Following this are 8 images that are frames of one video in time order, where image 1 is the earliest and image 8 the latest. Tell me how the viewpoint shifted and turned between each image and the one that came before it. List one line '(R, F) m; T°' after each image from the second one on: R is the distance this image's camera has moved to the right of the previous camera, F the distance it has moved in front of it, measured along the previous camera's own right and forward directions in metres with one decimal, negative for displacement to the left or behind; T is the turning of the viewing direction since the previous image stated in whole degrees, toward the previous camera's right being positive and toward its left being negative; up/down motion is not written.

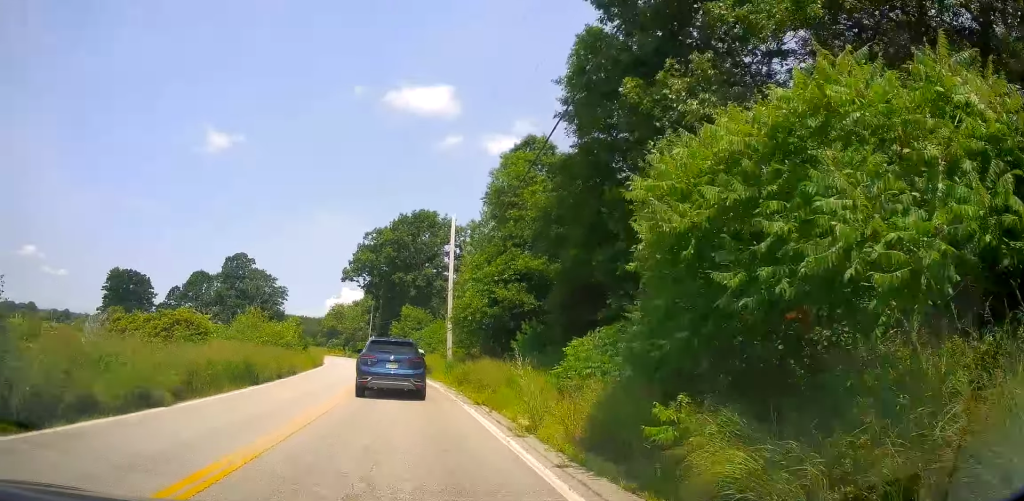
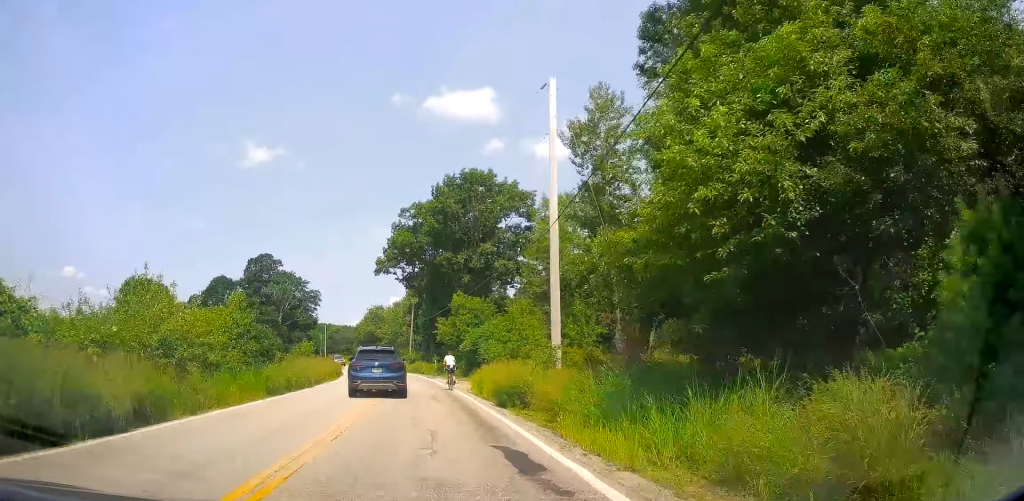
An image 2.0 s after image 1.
(-0.7, +21.1) m; -3°
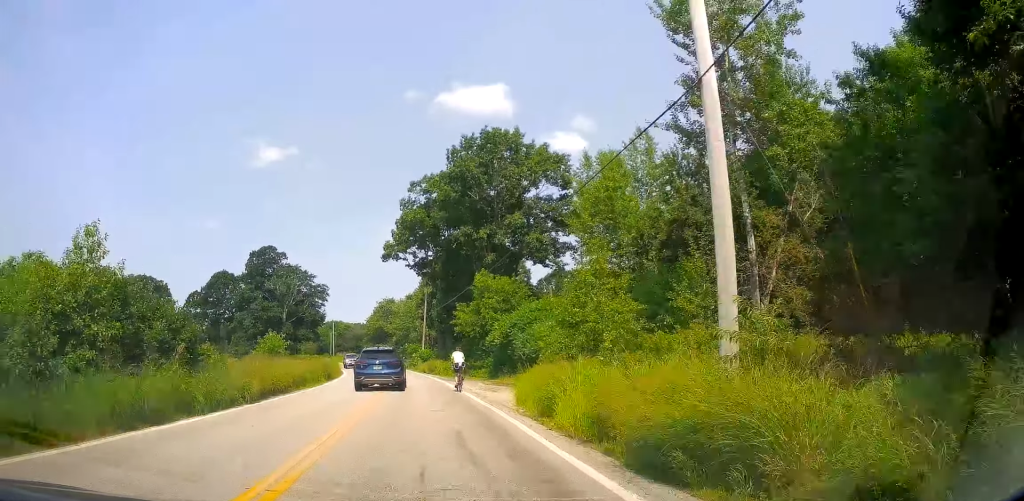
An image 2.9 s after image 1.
(-0.2, +10.2) m; -2°
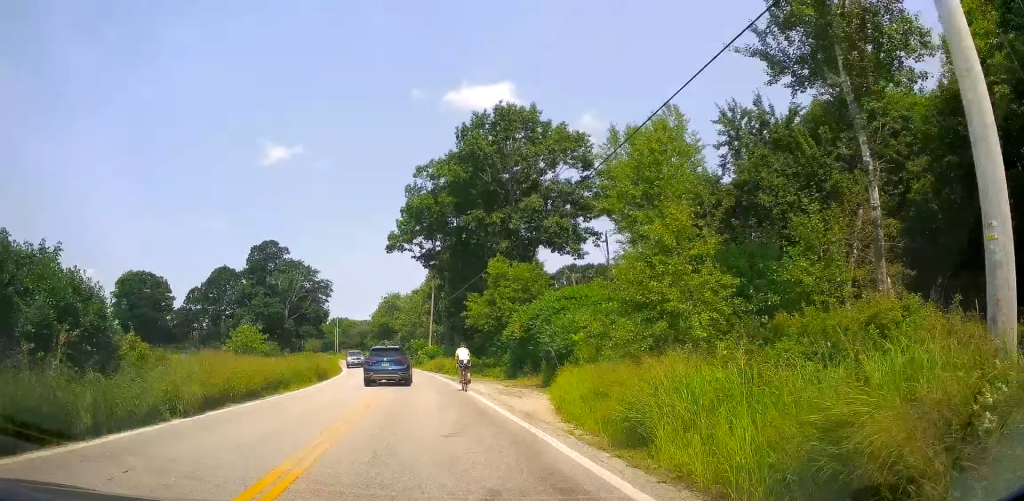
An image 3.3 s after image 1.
(-0.2, +4.7) m; -1°
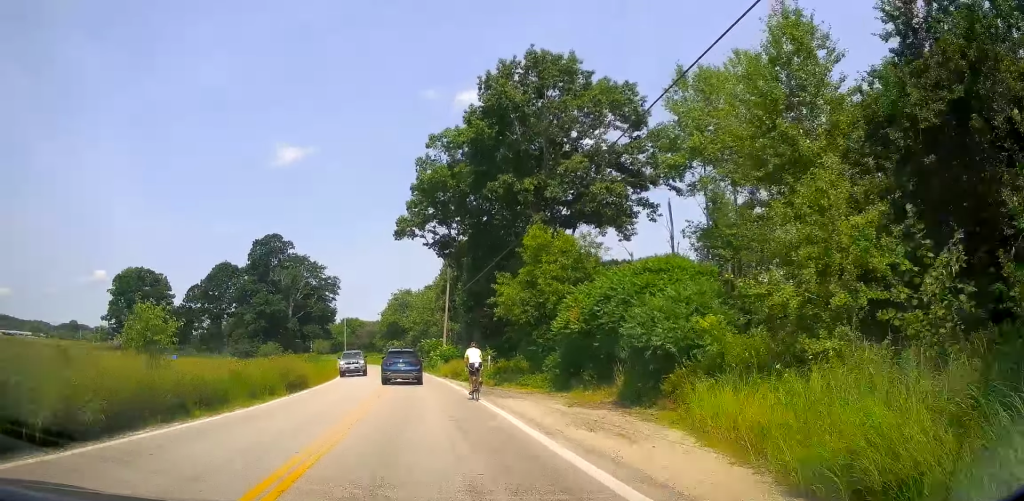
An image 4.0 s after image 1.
(+0.1, +8.9) m; -3°
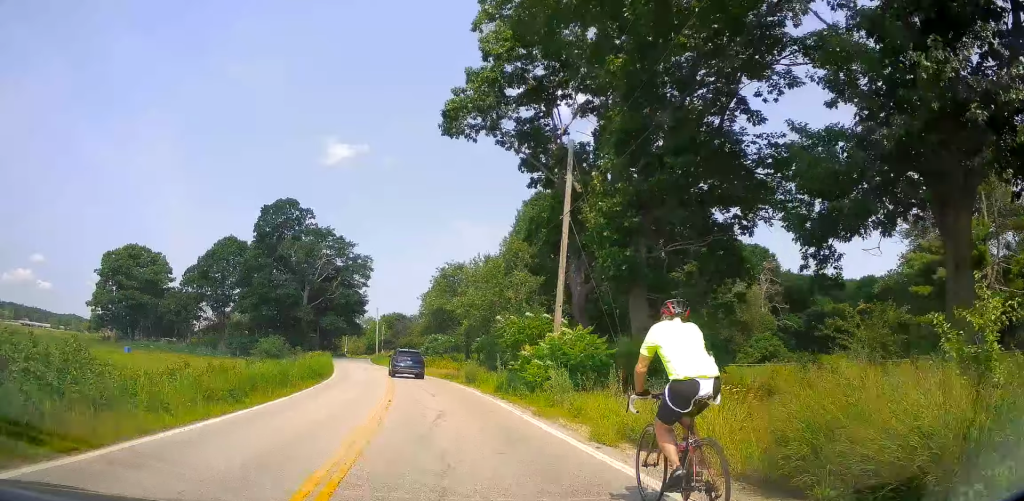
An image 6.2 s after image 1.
(-2.1, +29.3) m; -4°
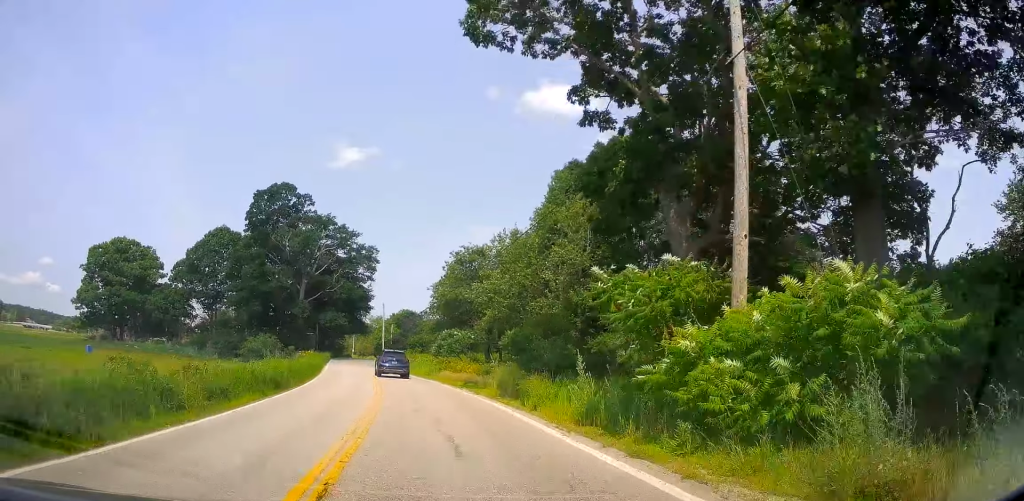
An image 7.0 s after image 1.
(+0.2, +11.1) m; 0°
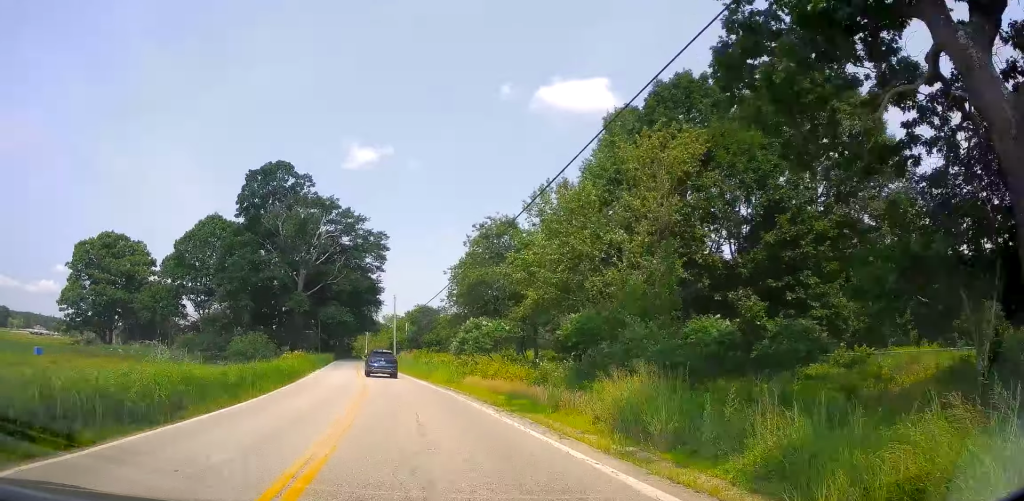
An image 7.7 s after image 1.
(0.0, +11.5) m; -2°
